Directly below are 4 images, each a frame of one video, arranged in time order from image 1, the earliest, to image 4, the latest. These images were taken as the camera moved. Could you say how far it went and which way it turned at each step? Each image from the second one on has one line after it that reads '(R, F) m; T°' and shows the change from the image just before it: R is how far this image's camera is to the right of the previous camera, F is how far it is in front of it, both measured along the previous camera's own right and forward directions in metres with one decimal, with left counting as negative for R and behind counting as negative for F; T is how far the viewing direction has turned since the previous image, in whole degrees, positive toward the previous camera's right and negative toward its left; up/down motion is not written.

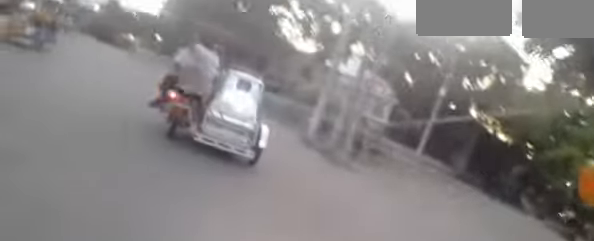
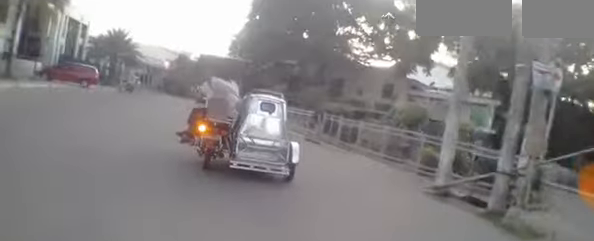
(-1.0, +4.4) m; -18°
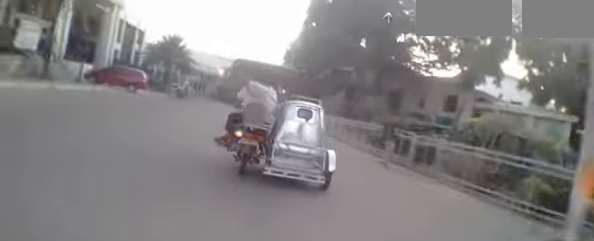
(-0.1, +2.2) m; -4°
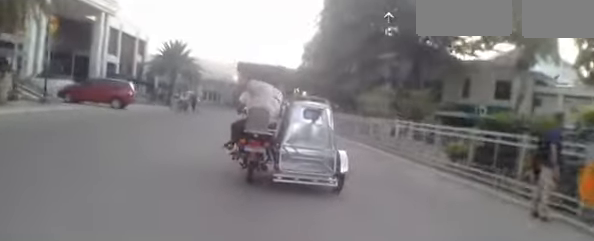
(-0.3, +5.8) m; -4°
